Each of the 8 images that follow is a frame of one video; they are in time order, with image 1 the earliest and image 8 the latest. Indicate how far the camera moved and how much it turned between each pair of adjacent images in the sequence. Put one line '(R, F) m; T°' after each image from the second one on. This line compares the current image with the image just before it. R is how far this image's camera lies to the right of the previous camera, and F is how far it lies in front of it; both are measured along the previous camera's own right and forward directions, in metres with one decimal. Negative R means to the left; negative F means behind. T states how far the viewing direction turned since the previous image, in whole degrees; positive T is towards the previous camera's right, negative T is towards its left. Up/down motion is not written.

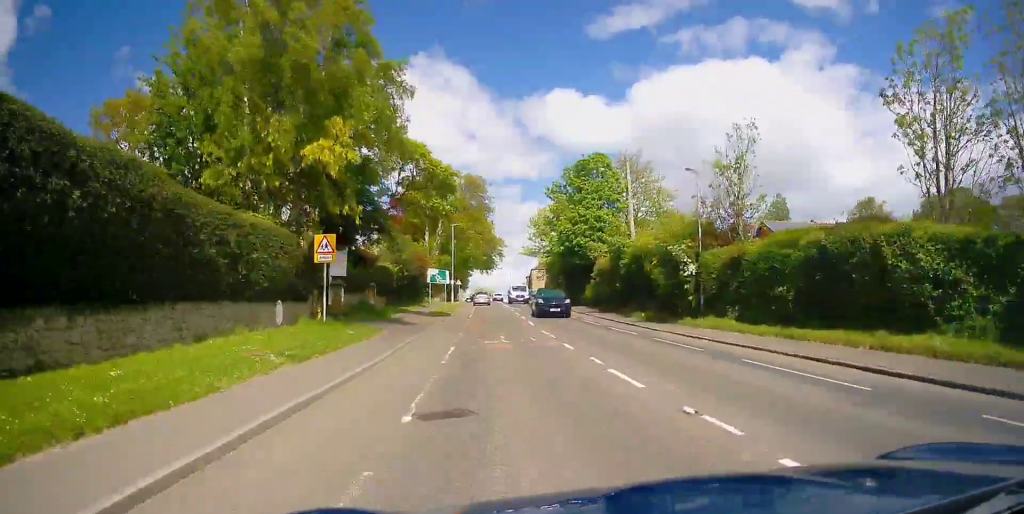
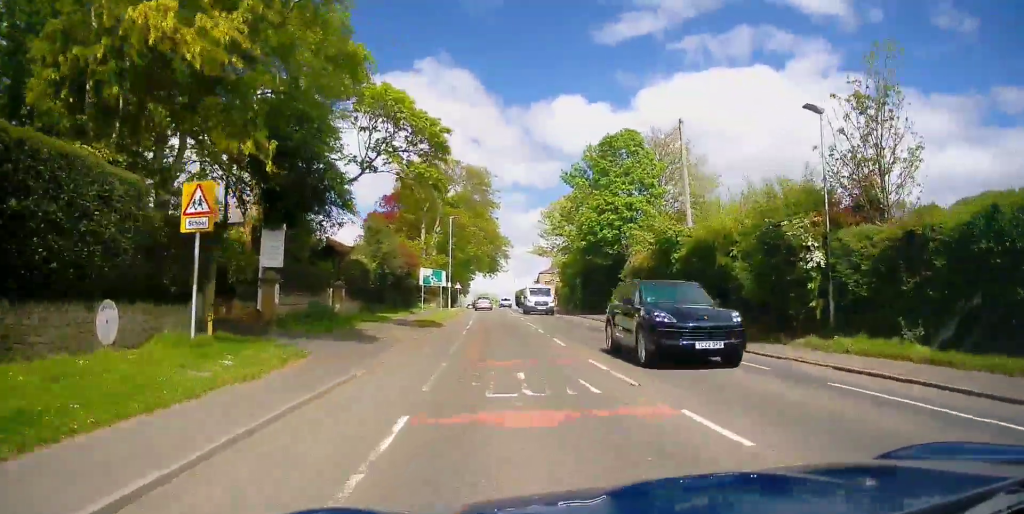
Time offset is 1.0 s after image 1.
(0.0, +9.6) m; +1°
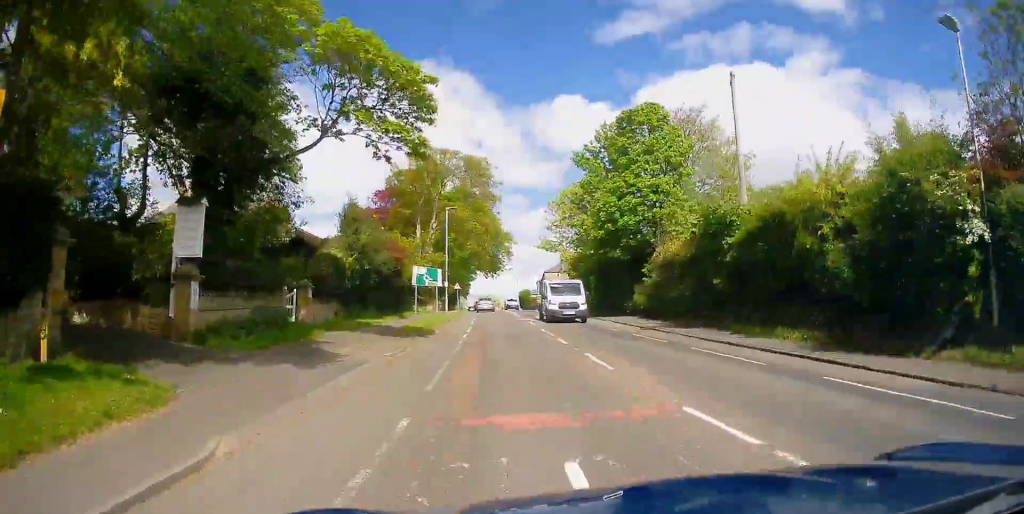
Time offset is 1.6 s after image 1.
(0.0, +6.0) m; 0°
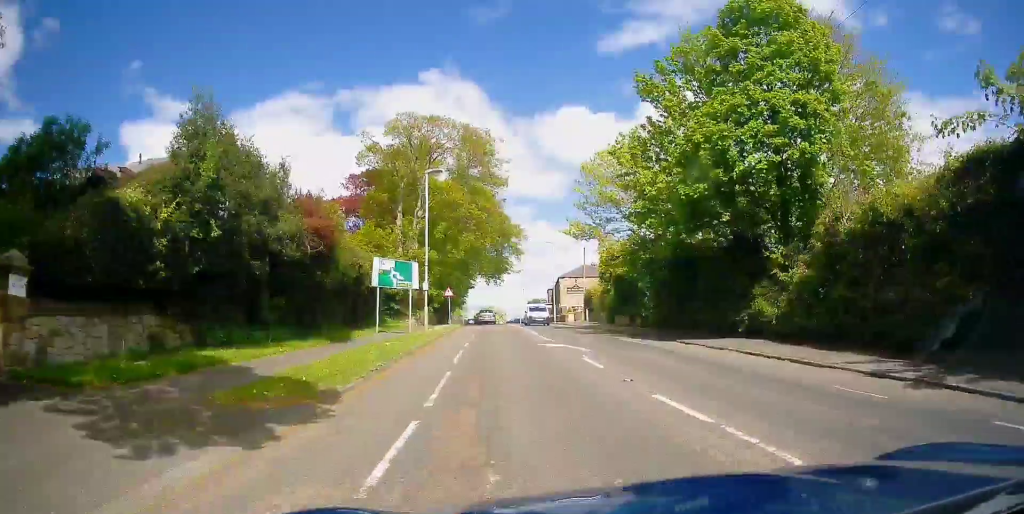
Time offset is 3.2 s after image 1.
(-0.1, +16.5) m; +3°
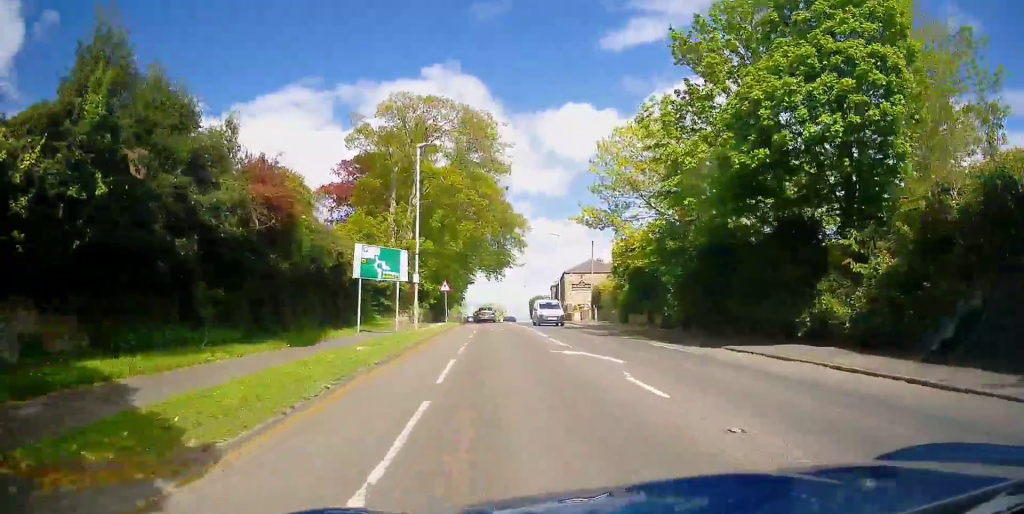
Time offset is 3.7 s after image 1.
(+0.3, +4.3) m; +2°
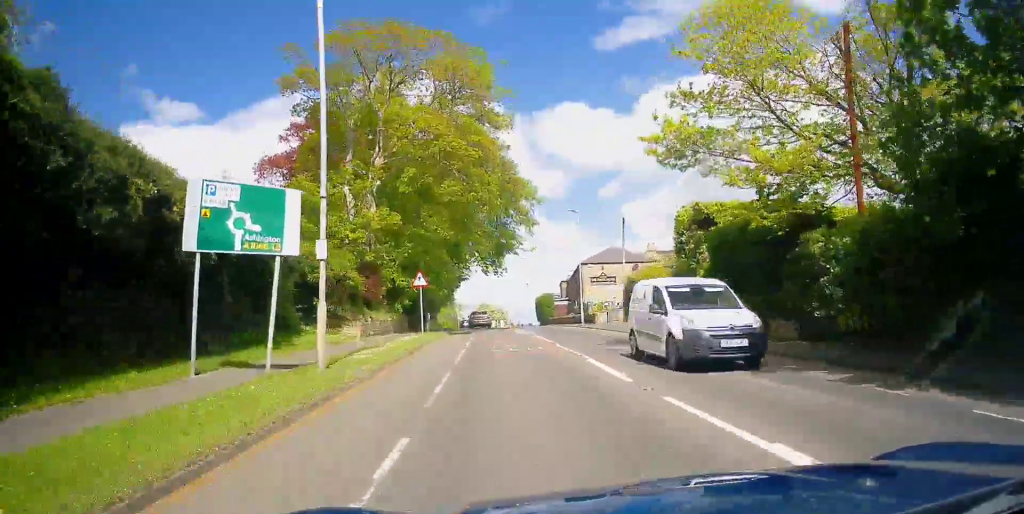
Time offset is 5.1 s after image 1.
(+0.7, +14.4) m; +3°
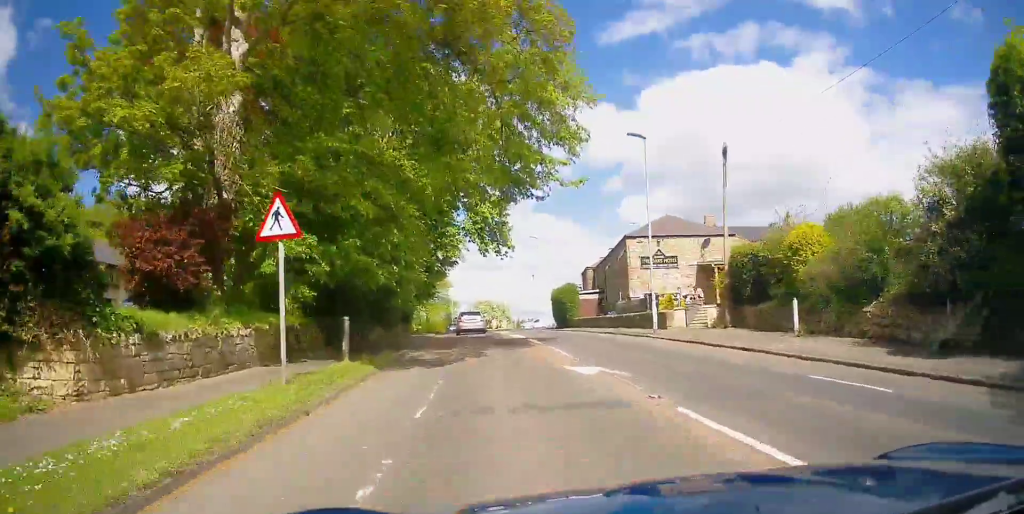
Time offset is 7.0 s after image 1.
(-0.9, +18.4) m; -17°
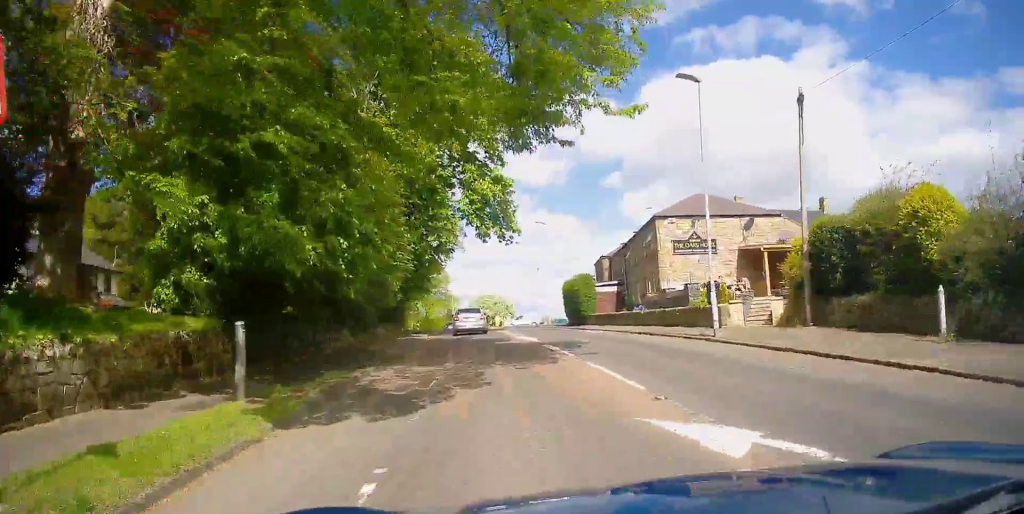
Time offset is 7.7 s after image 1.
(-0.9, +6.4) m; -8°
